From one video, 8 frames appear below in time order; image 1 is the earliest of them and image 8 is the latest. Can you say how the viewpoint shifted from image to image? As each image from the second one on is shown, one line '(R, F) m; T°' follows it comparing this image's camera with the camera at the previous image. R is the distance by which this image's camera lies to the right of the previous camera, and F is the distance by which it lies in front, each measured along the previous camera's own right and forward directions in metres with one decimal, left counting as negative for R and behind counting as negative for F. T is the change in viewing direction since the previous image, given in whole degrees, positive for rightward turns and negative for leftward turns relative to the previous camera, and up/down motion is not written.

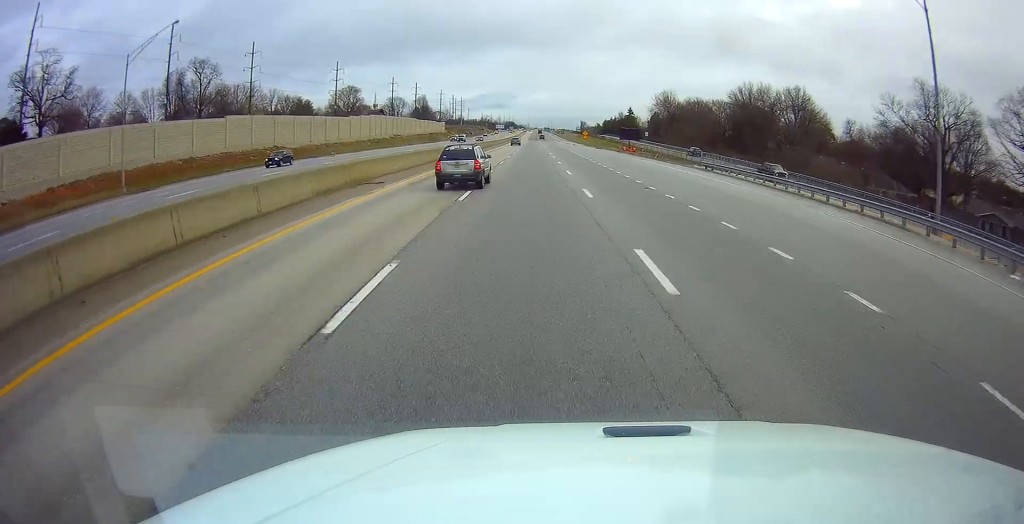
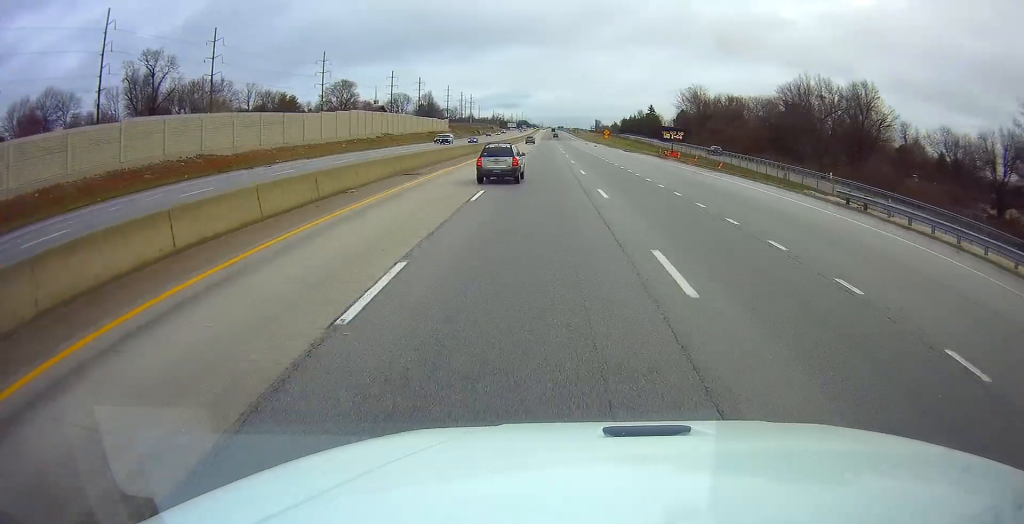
(-0.1, +24.4) m; -1°
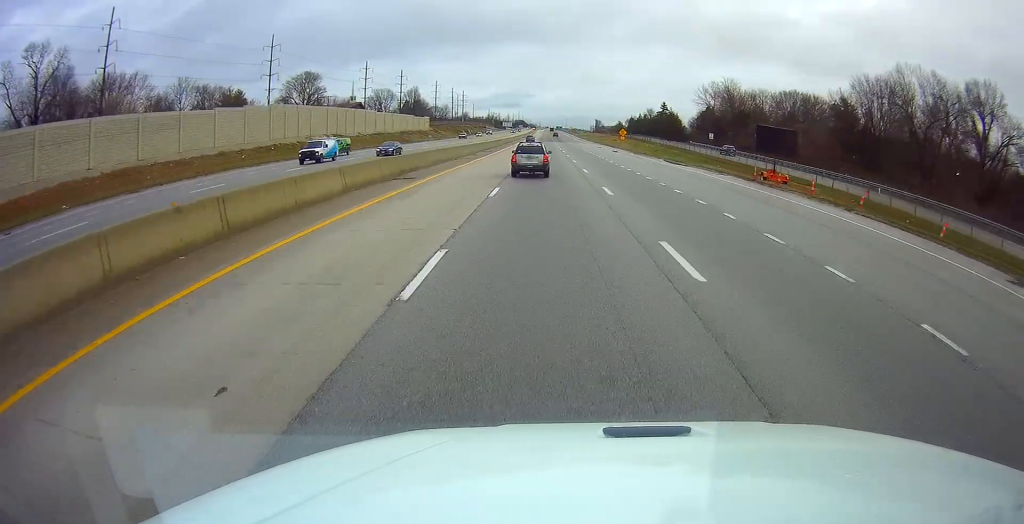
(-0.7, +35.5) m; 0°
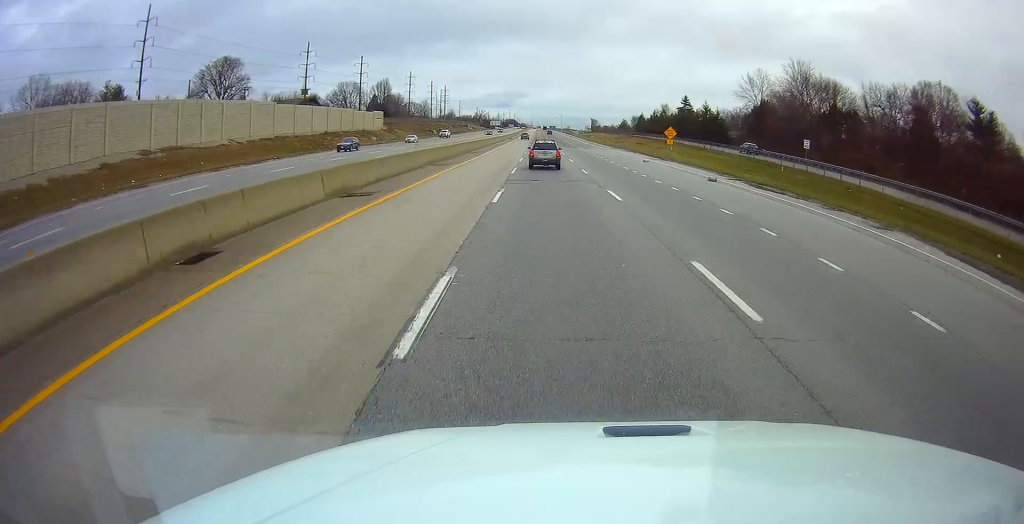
(+1.0, +50.7) m; +1°
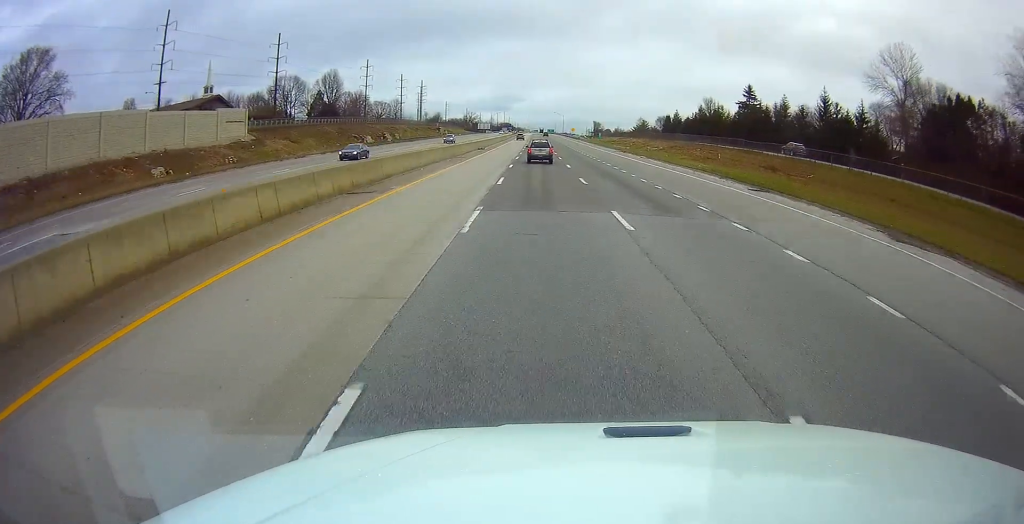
(-0.1, +68.7) m; 0°
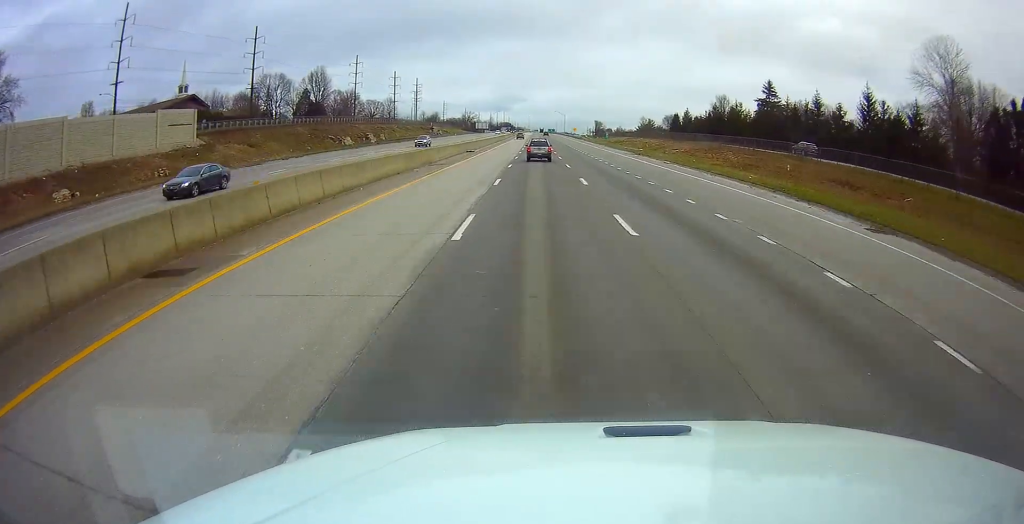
(0.0, +13.1) m; 0°
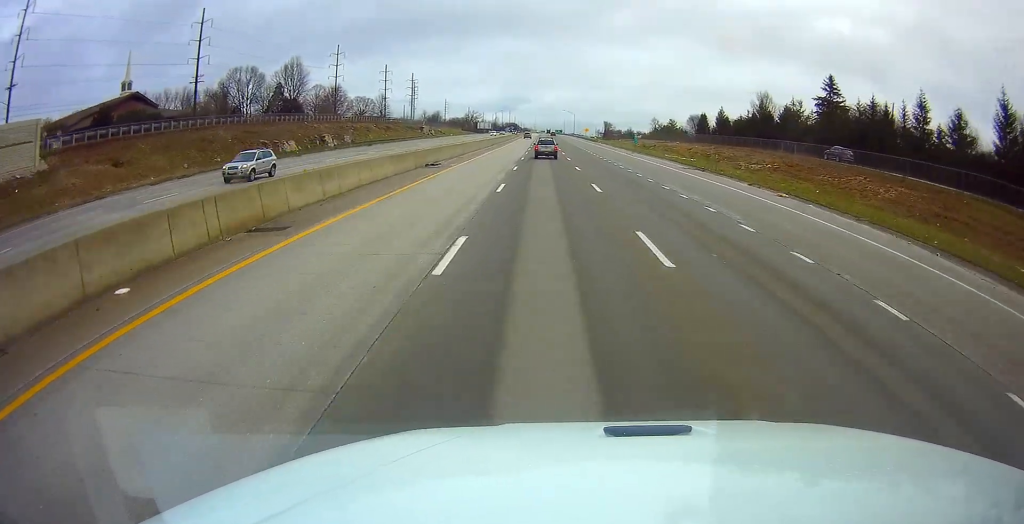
(0.0, +27.3) m; 0°
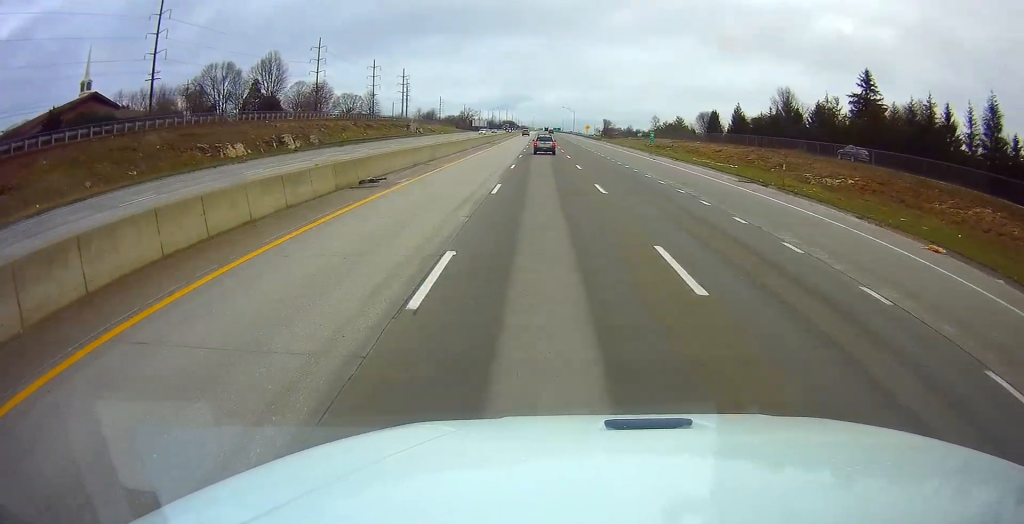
(0.0, +14.1) m; 0°
